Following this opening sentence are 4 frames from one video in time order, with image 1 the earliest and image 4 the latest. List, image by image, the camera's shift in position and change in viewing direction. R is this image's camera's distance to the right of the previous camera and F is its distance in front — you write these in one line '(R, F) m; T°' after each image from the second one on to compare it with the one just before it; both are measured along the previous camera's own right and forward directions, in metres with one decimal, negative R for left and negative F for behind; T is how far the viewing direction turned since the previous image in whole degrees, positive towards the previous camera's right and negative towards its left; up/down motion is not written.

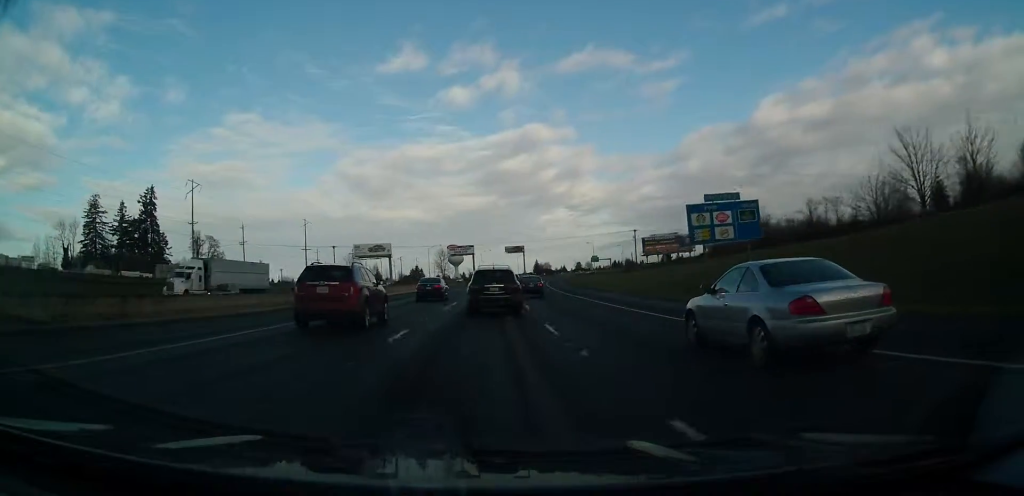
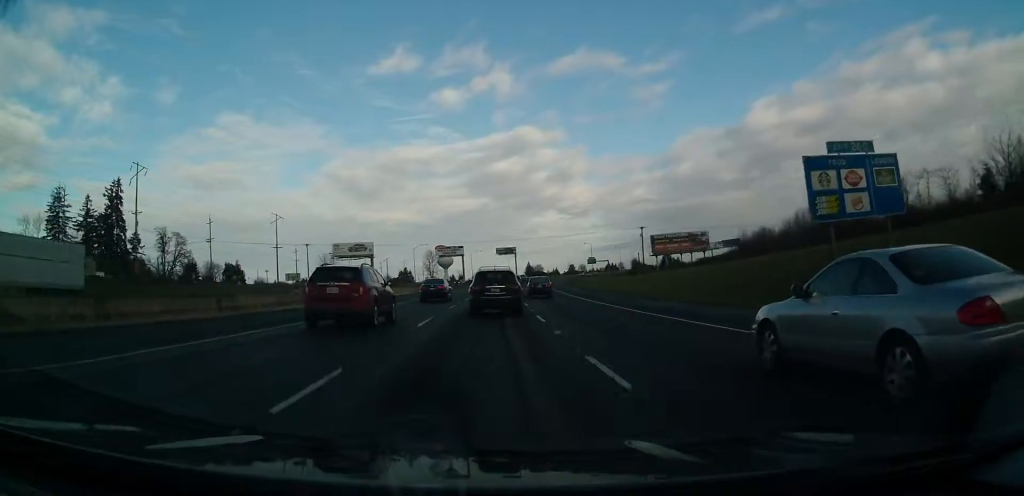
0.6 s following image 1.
(0.0, +19.8) m; +1°
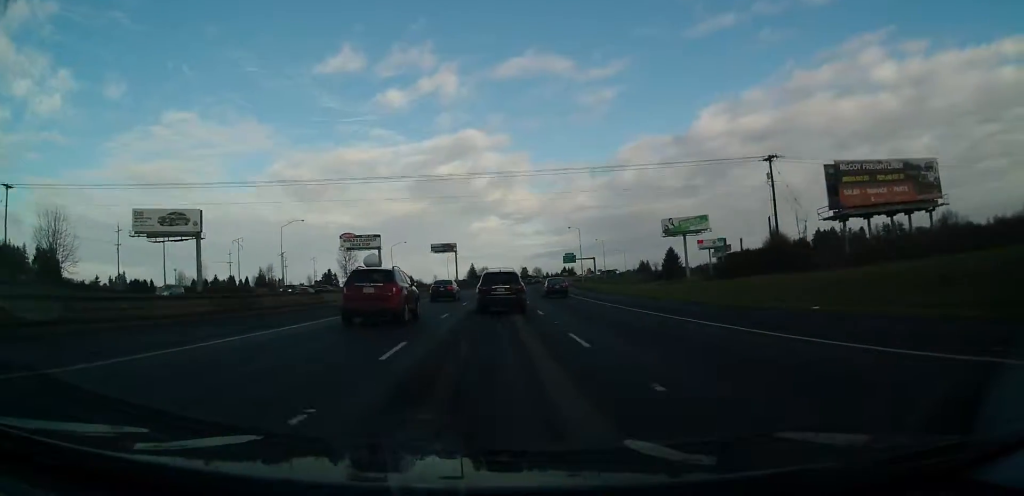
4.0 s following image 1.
(+5.5, +98.7) m; +6°
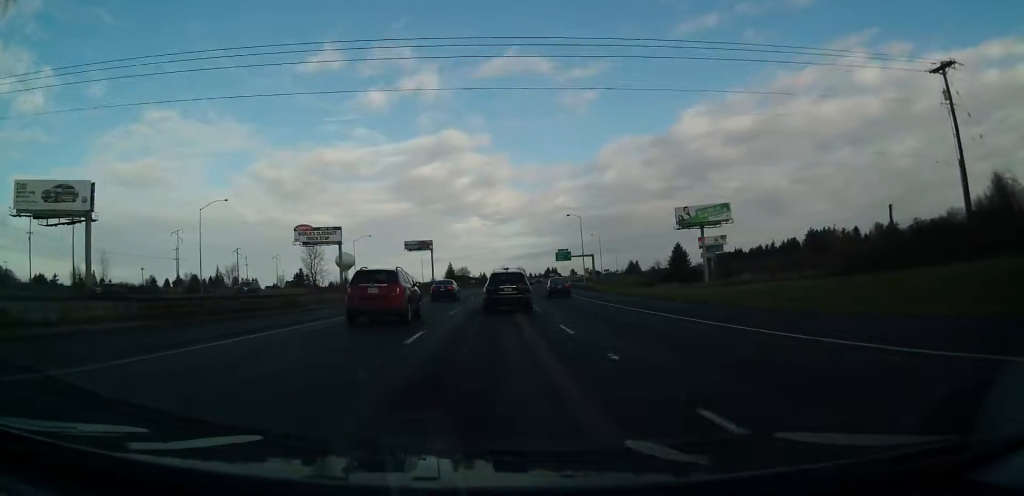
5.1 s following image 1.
(+0.3, +36.8) m; +2°
